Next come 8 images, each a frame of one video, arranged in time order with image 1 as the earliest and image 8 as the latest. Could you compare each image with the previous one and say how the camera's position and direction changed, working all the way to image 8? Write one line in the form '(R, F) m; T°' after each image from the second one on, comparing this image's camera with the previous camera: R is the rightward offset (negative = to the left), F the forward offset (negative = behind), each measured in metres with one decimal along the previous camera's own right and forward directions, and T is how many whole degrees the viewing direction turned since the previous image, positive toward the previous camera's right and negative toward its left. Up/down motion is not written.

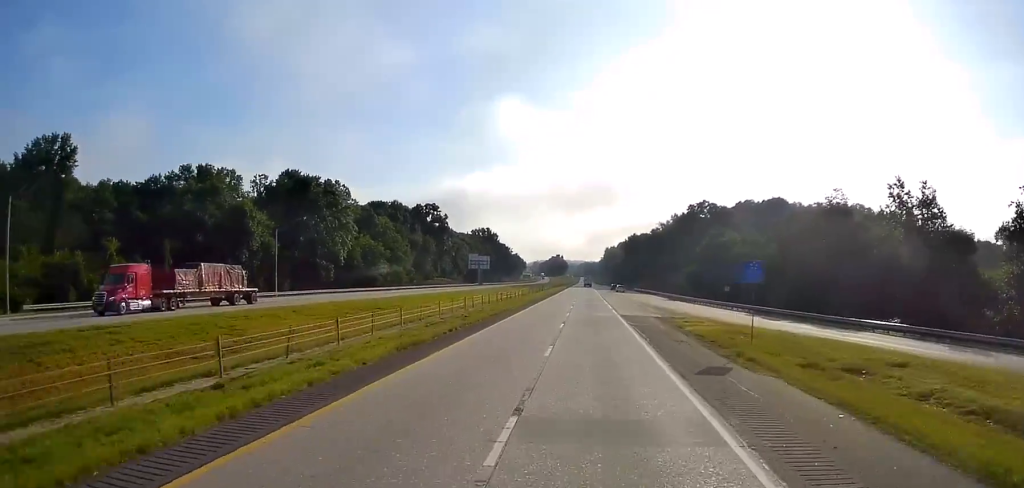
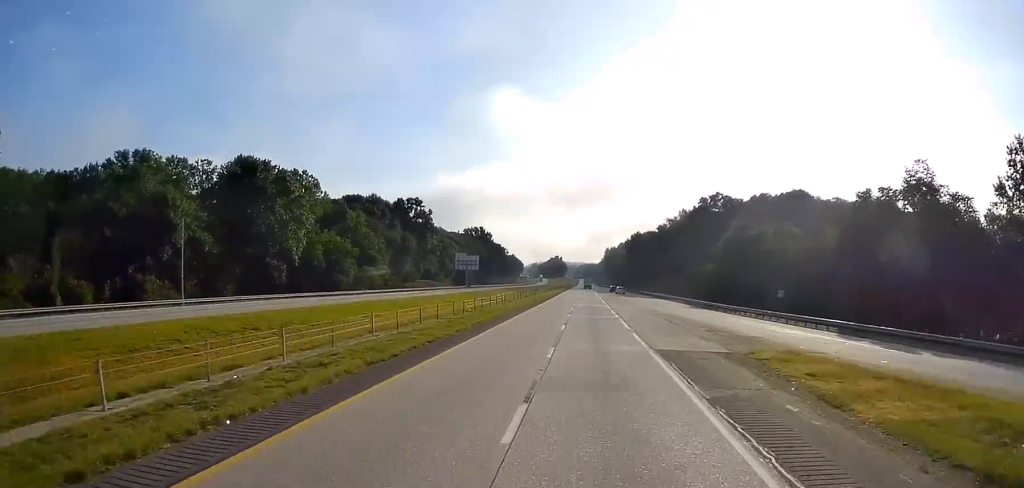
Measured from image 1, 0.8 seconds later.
(+0.1, +22.9) m; +1°
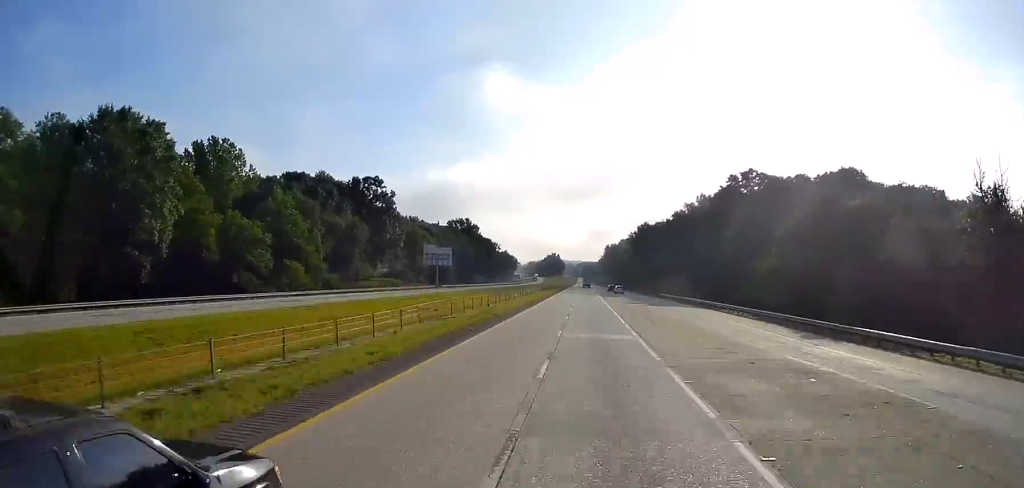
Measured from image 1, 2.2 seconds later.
(+0.3, +40.6) m; 0°
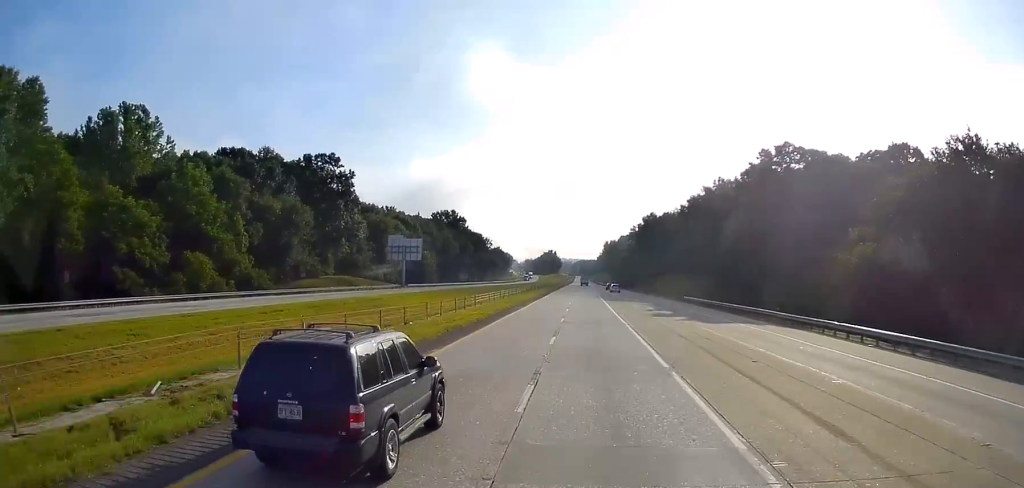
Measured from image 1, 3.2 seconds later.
(-0.5, +29.8) m; 0°
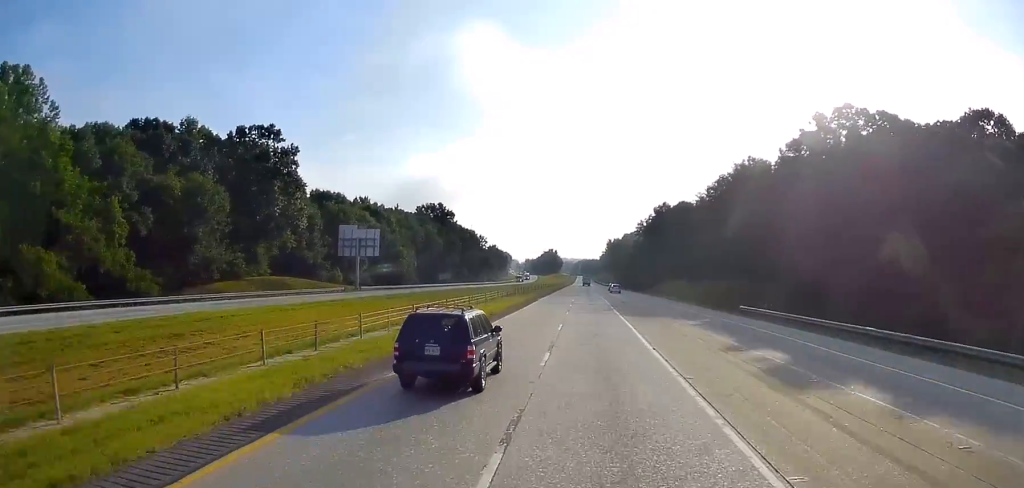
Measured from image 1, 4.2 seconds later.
(+0.4, +30.2) m; 0°
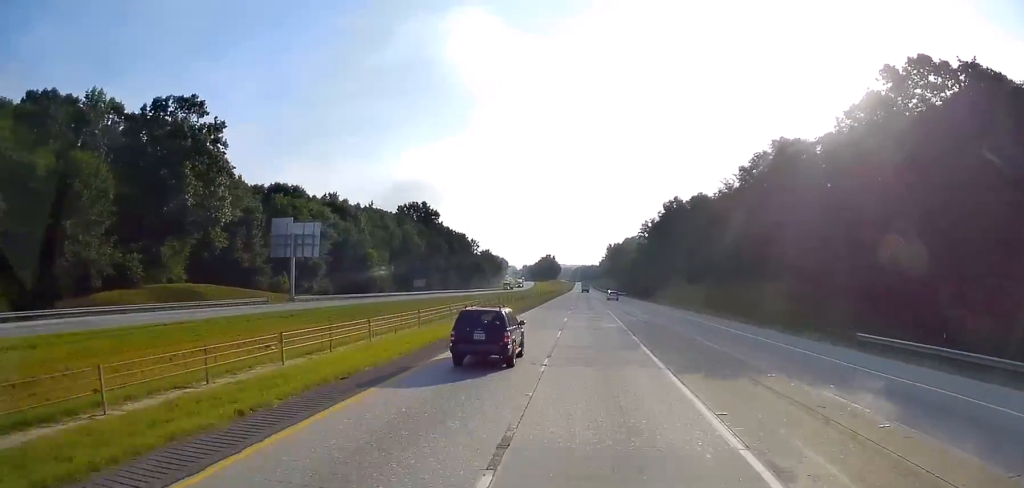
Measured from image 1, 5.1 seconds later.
(-0.2, +25.4) m; -1°
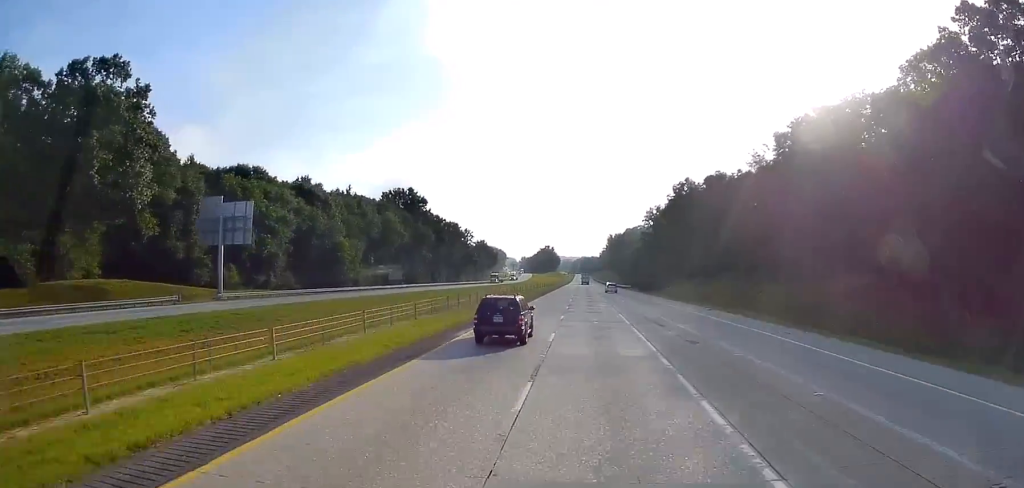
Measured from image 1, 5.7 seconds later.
(-0.1, +18.5) m; 0°
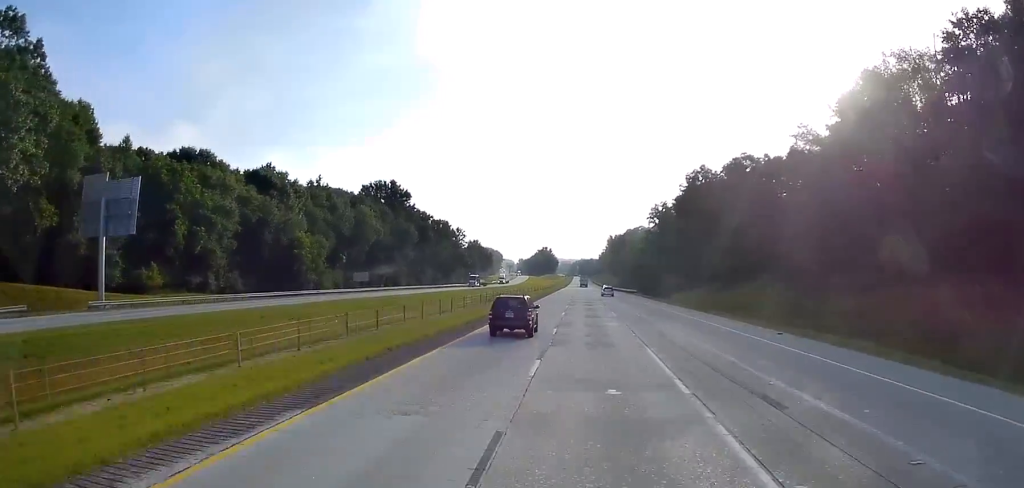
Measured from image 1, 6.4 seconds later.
(-0.1, +20.0) m; +1°
